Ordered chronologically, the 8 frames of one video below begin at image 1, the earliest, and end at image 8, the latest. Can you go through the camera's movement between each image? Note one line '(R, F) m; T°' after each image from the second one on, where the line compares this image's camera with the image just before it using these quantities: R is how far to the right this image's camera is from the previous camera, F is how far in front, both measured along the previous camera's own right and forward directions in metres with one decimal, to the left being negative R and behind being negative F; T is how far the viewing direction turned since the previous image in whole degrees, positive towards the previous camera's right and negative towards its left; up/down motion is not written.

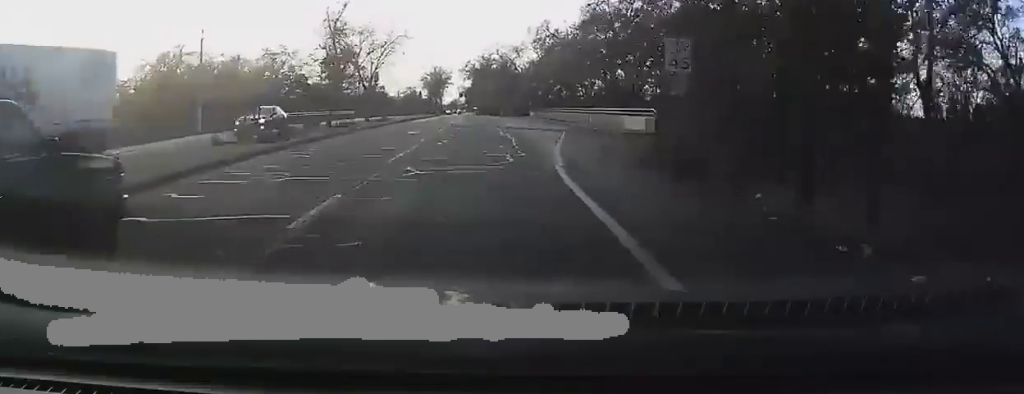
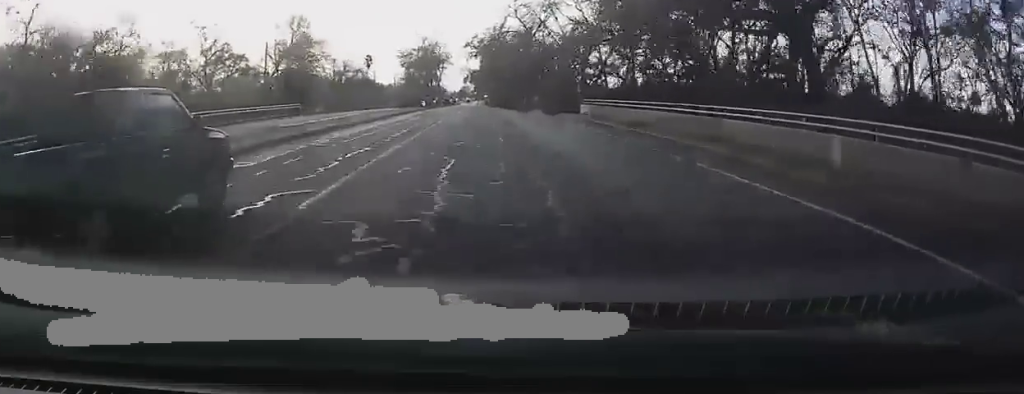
(-1.6, +41.2) m; -2°
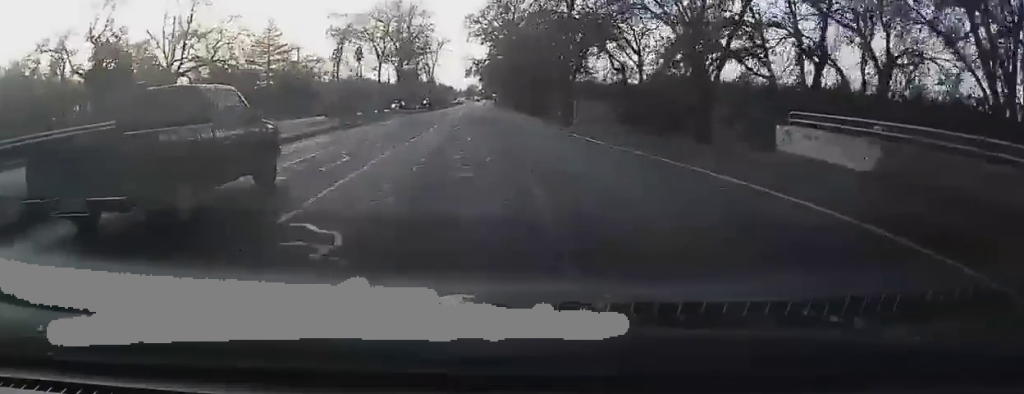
(+0.8, +34.1) m; 0°
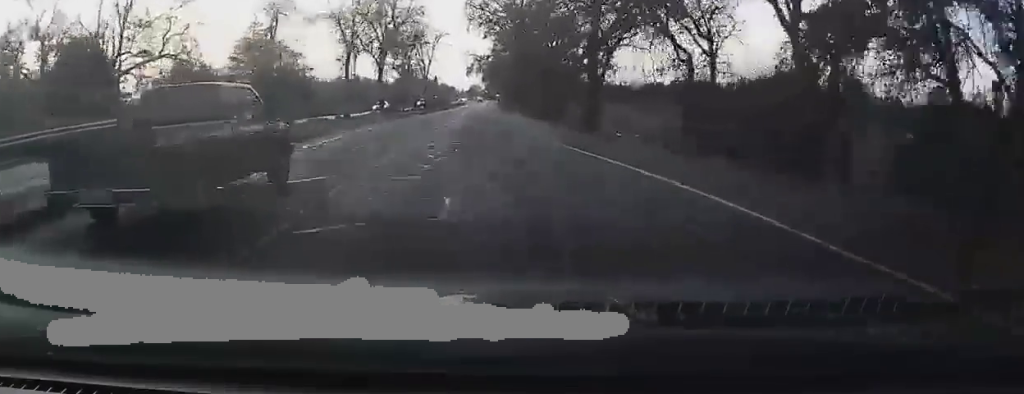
(+0.1, +11.6) m; -1°
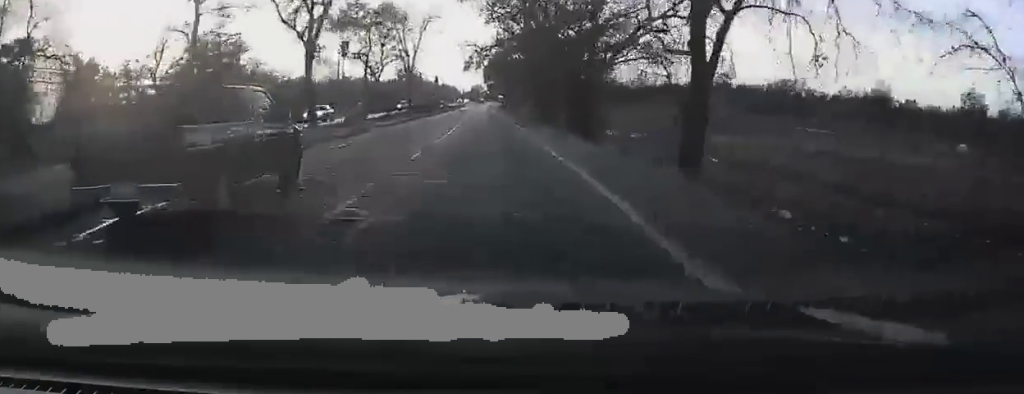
(-0.4, +19.9) m; -1°
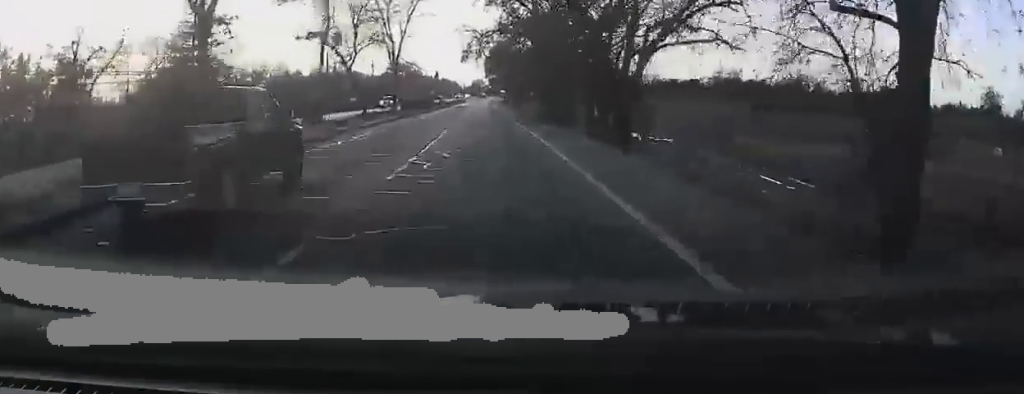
(0.0, +11.8) m; 0°
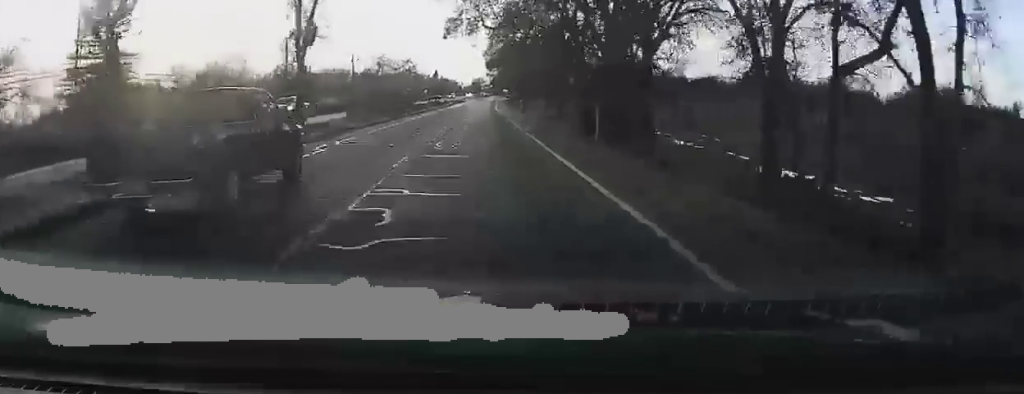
(0.0, +30.3) m; 0°
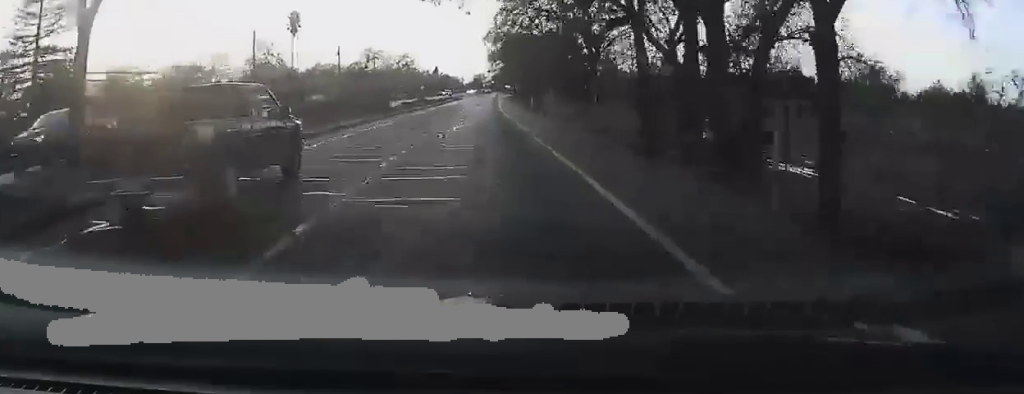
(0.0, +18.0) m; 0°
